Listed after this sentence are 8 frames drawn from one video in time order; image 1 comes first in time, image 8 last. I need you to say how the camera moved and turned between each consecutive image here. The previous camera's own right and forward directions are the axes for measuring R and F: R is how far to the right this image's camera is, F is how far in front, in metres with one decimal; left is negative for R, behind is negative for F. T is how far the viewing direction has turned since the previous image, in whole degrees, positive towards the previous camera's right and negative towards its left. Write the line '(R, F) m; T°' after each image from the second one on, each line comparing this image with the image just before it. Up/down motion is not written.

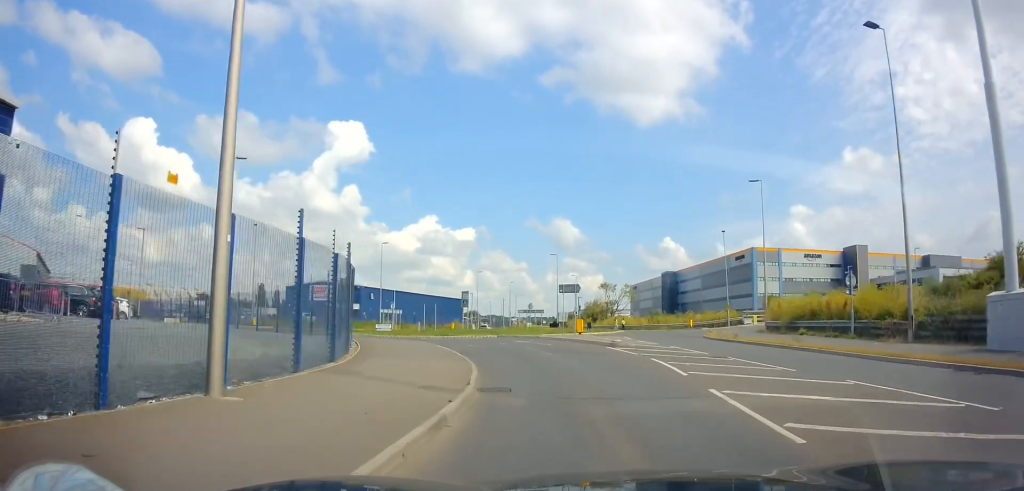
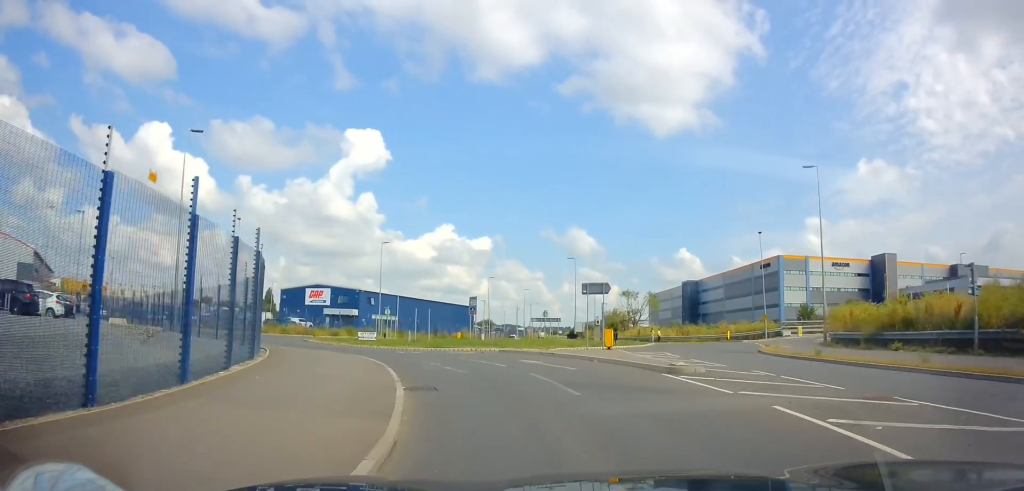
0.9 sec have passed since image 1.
(0.0, +8.0) m; -2°
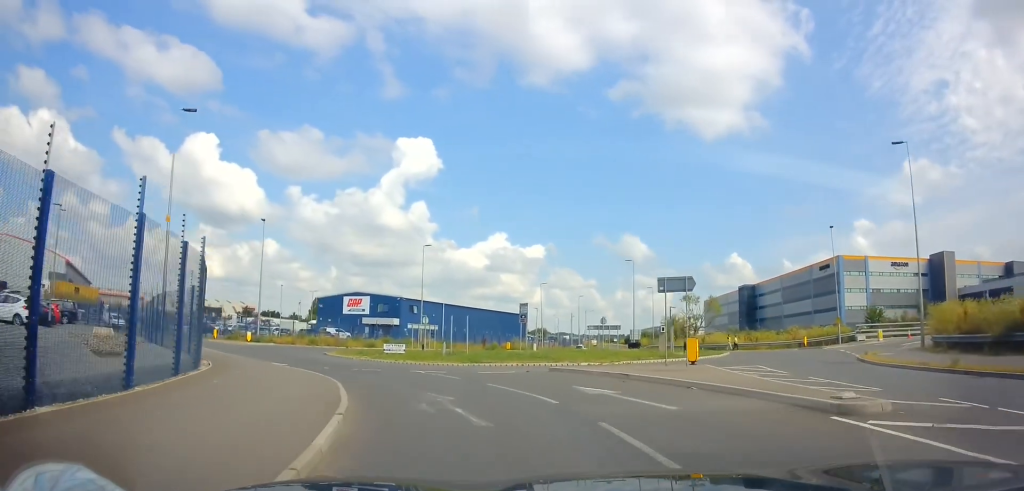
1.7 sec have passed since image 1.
(-0.2, +5.8) m; -5°
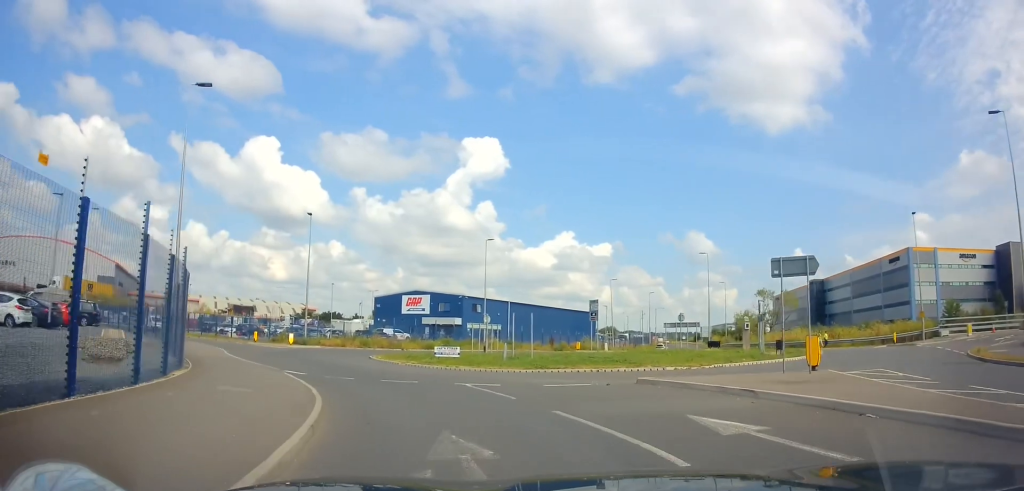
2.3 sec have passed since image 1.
(-0.1, +4.5) m; -5°
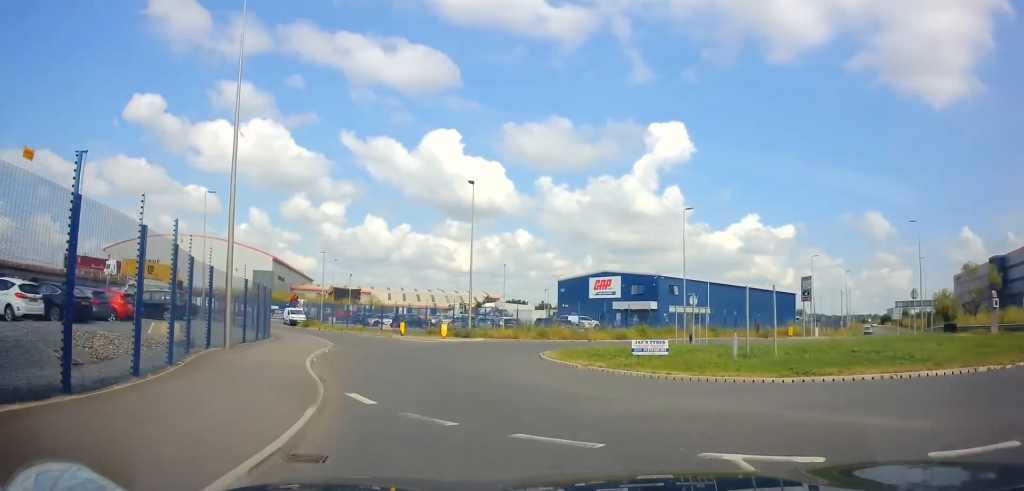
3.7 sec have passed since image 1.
(-1.1, +9.2) m; -17°
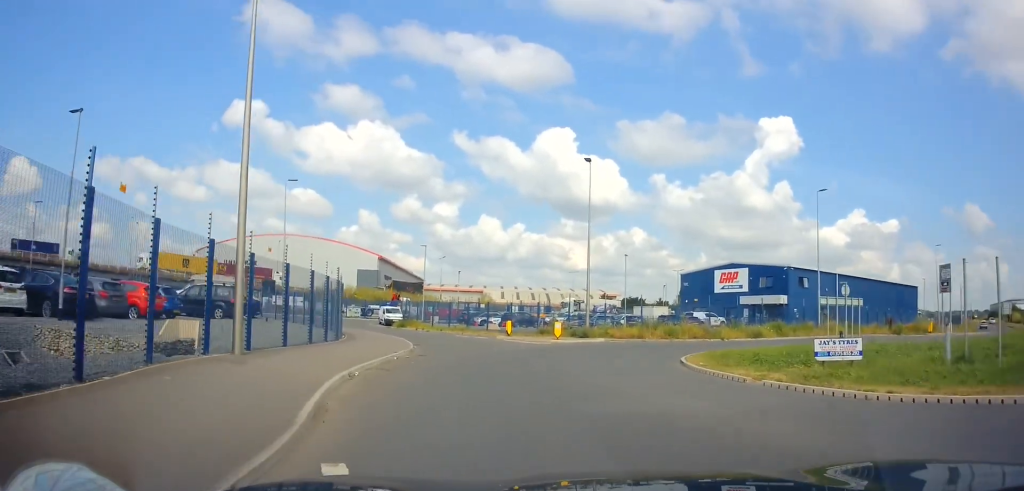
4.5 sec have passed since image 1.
(-0.6, +5.5) m; -11°
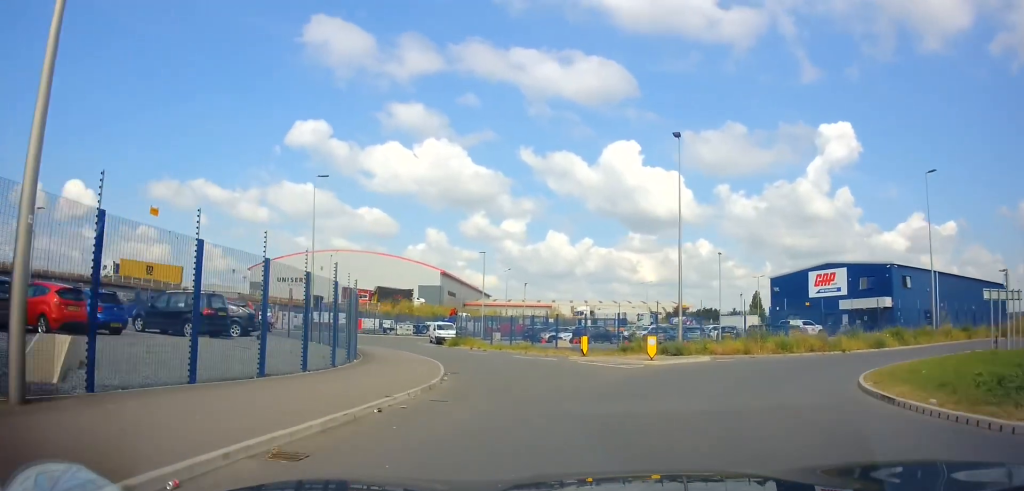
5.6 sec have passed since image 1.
(-0.9, +7.7) m; -8°
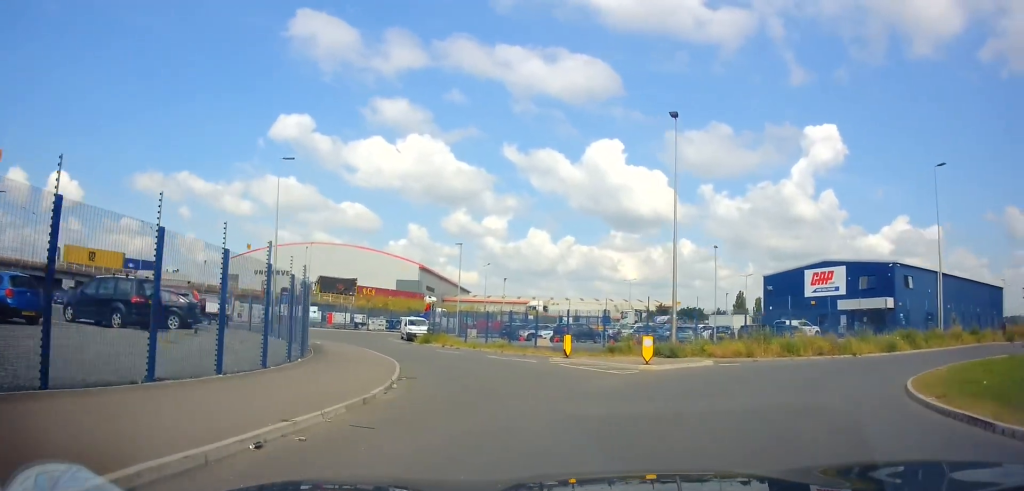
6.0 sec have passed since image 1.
(-0.1, +3.2) m; 0°
